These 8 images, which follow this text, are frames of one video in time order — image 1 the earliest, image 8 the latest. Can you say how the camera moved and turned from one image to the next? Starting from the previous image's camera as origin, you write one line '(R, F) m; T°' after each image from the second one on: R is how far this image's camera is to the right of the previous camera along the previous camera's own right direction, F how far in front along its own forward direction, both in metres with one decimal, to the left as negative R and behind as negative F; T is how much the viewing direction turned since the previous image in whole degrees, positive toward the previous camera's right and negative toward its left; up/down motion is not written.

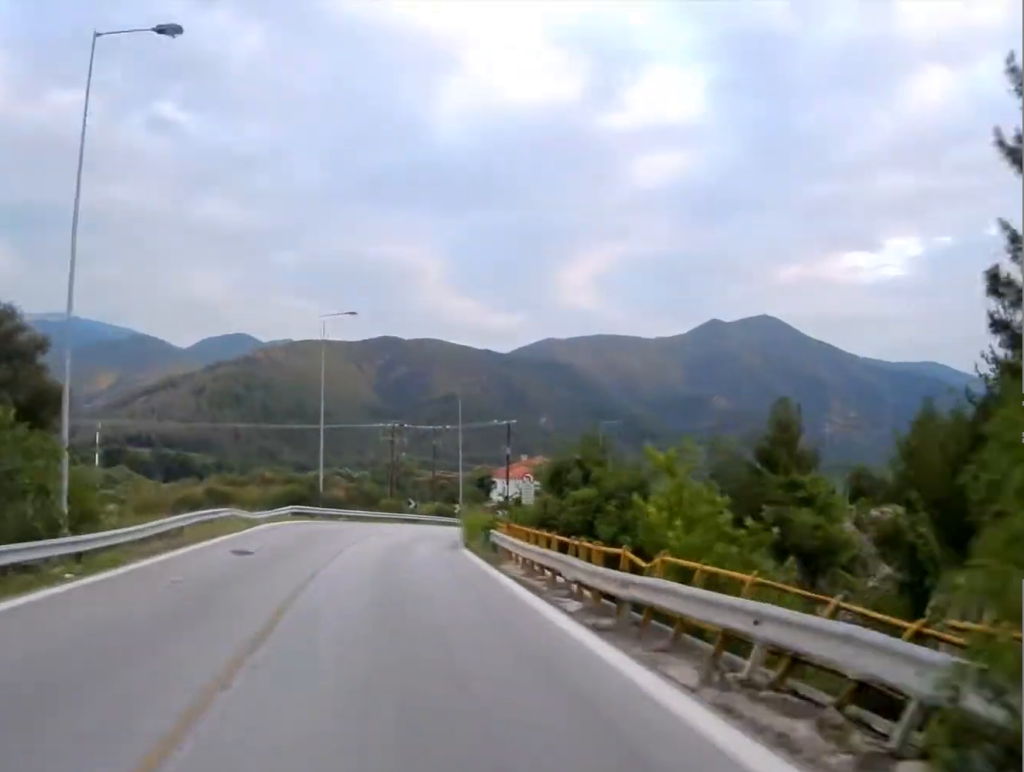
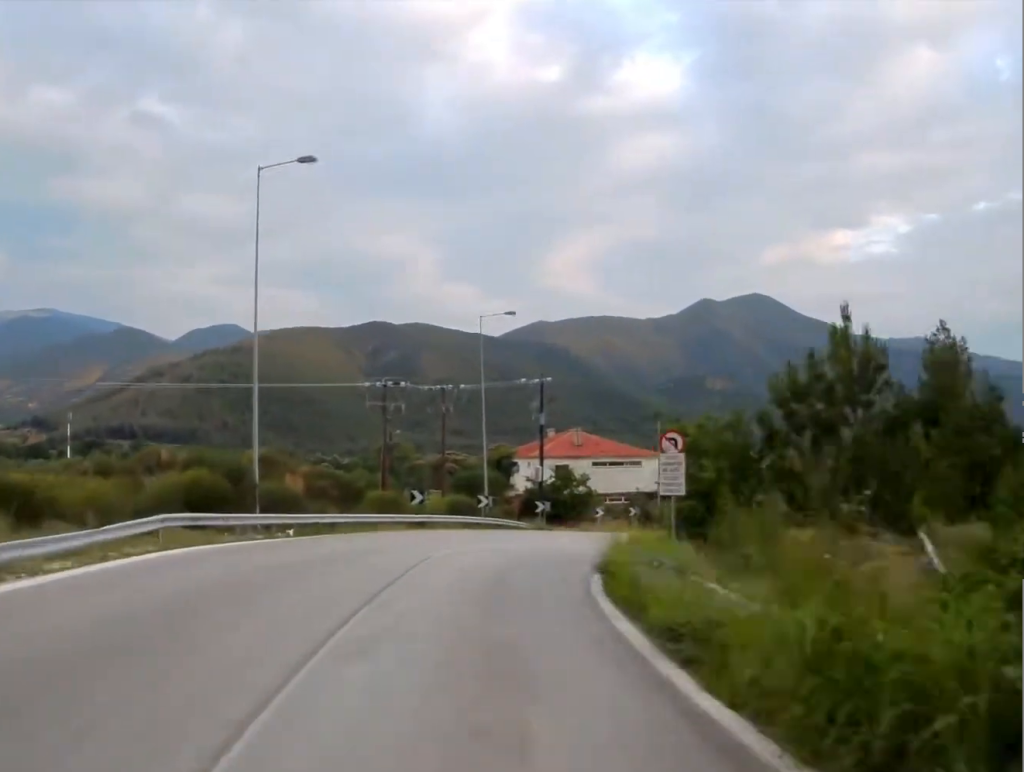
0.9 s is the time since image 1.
(-0.3, +24.6) m; +2°
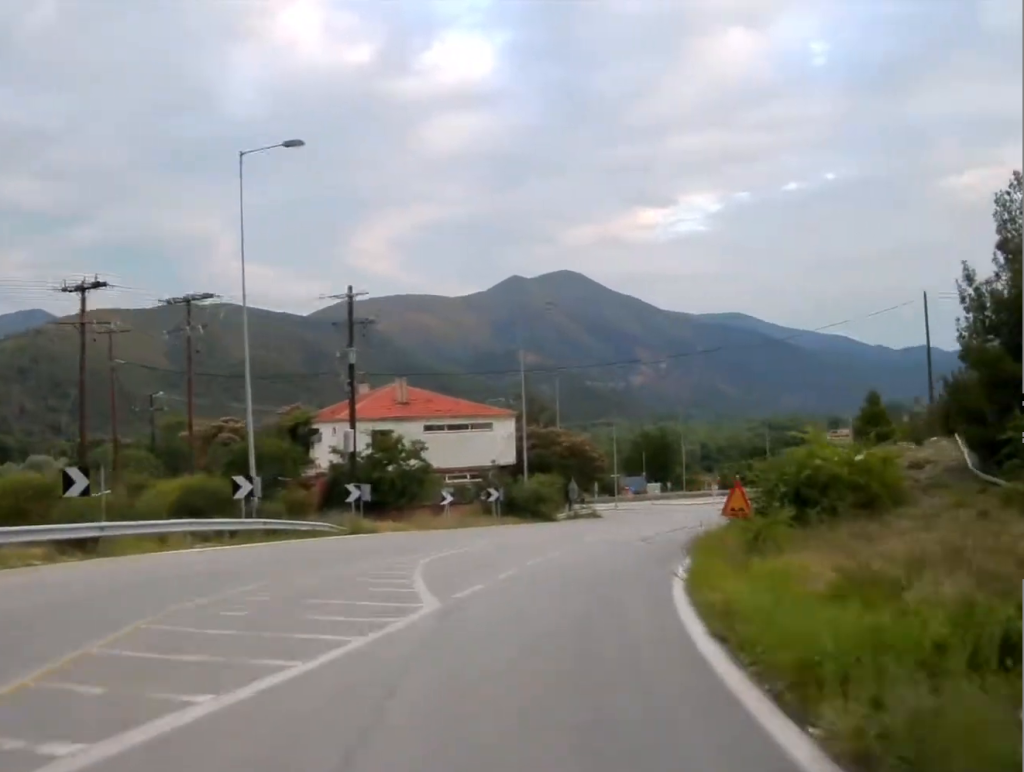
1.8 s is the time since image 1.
(+1.1, +23.3) m; +9°
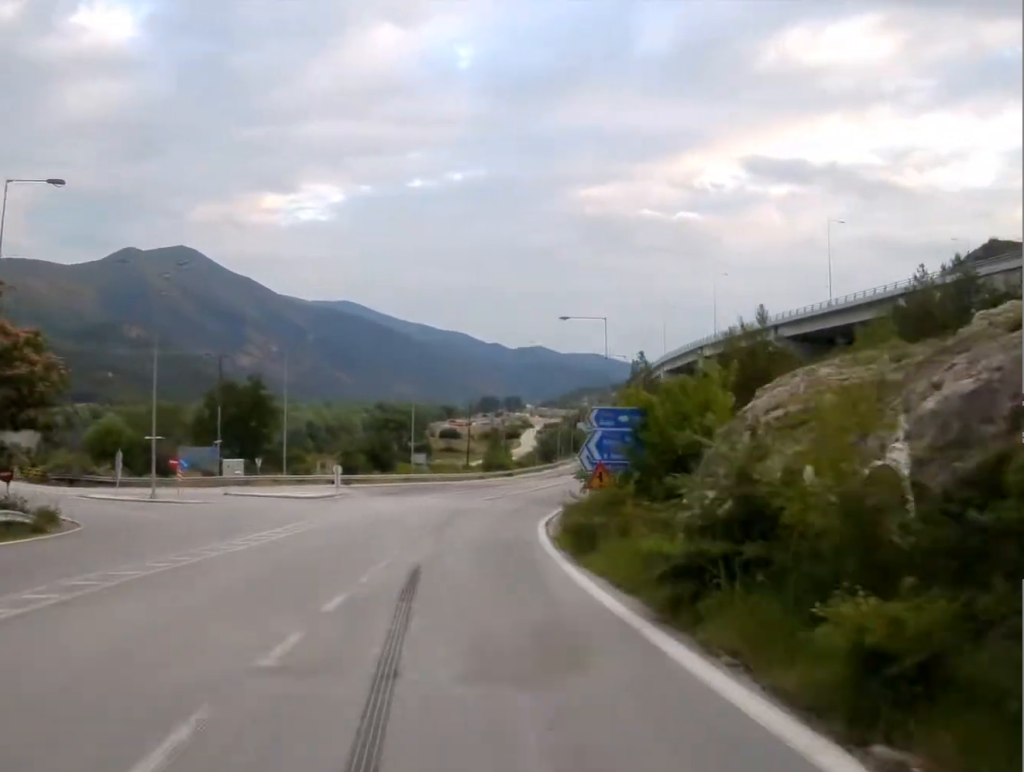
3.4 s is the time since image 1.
(+7.3, +41.2) m; +22°
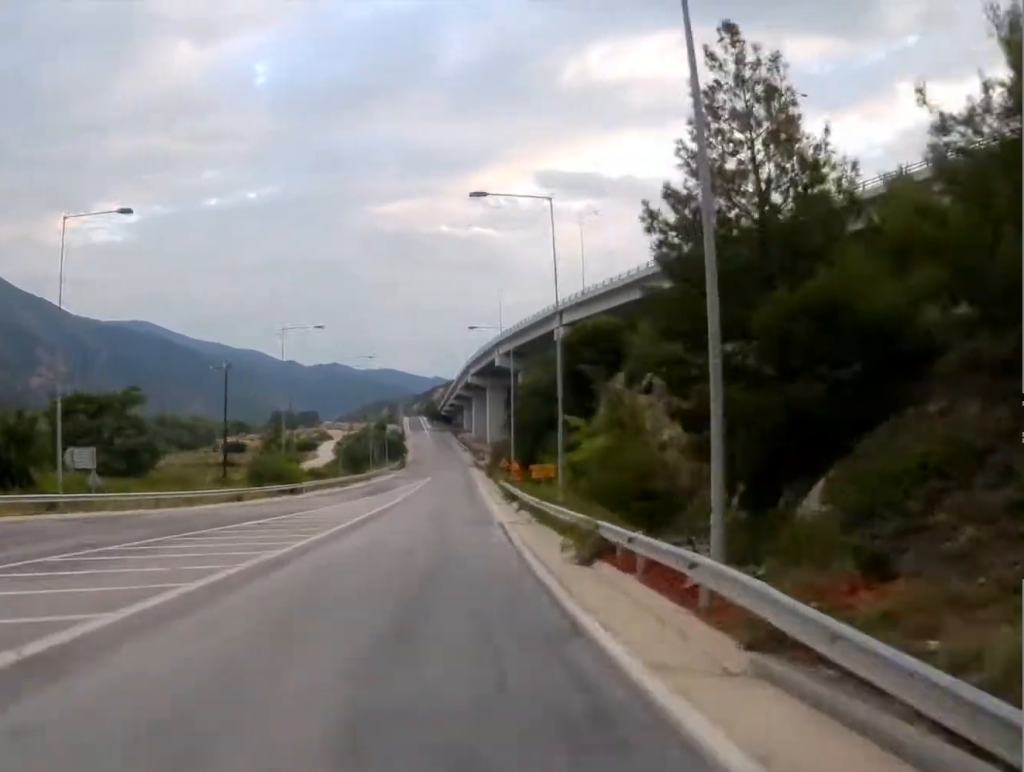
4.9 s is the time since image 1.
(+7.9, +49.3) m; +13°
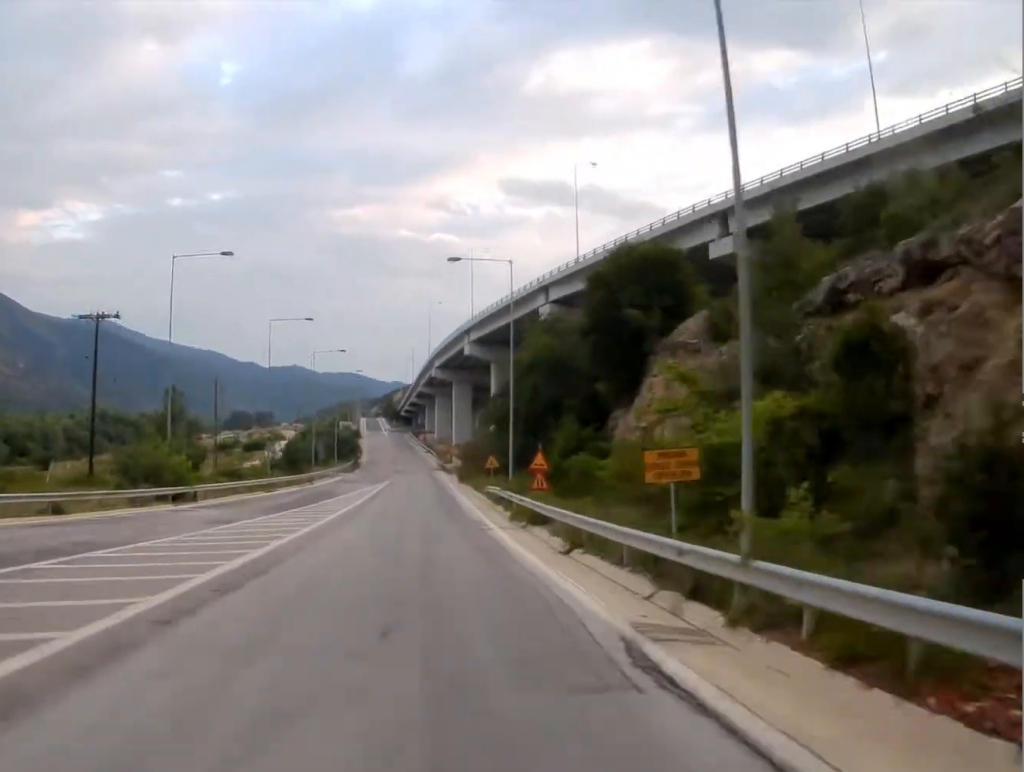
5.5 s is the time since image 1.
(+0.6, +21.7) m; +3°
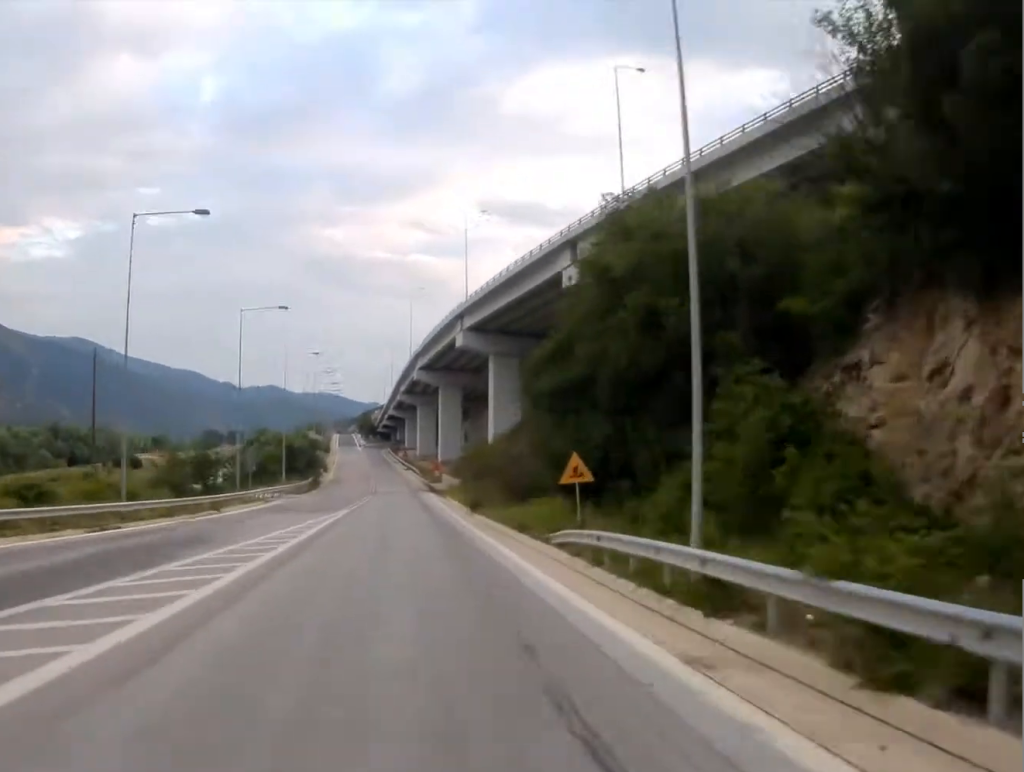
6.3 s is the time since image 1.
(+0.8, +30.7) m; +2°
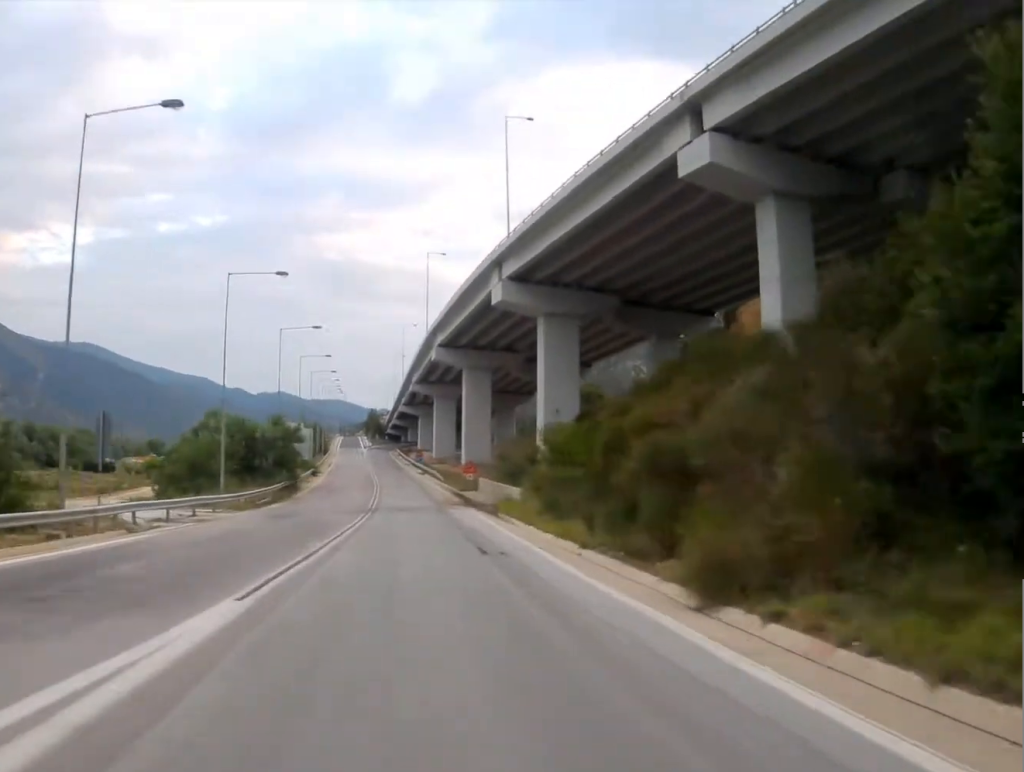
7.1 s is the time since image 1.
(+0.2, +34.5) m; 0°
